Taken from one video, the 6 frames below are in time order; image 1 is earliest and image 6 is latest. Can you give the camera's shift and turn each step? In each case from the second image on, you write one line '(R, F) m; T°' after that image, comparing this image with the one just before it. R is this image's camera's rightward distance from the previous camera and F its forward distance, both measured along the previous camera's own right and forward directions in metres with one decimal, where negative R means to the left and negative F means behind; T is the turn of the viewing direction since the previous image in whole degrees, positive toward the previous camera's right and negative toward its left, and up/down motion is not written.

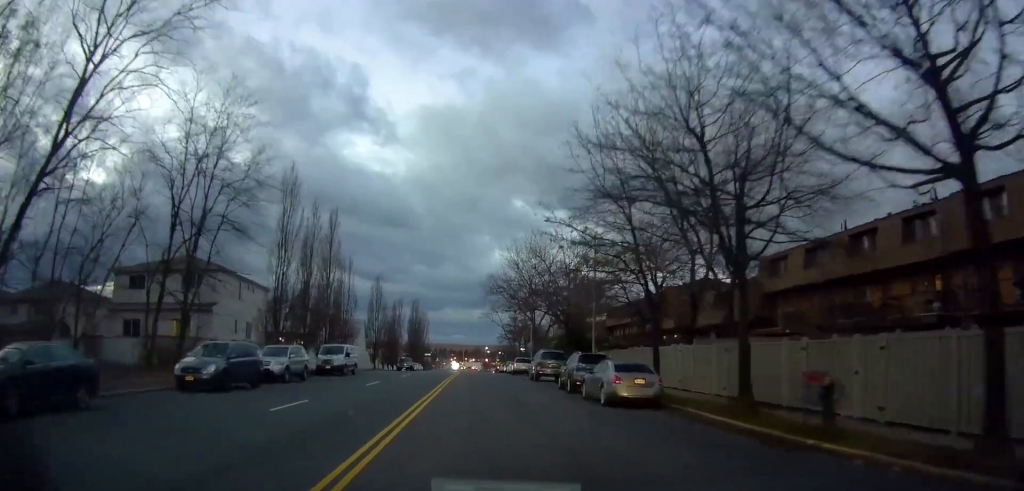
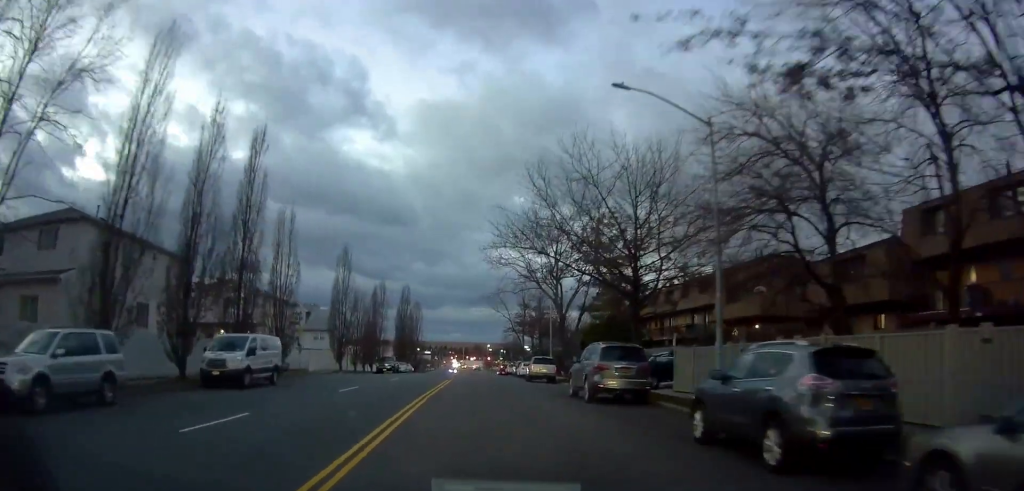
(-0.1, +16.6) m; 0°
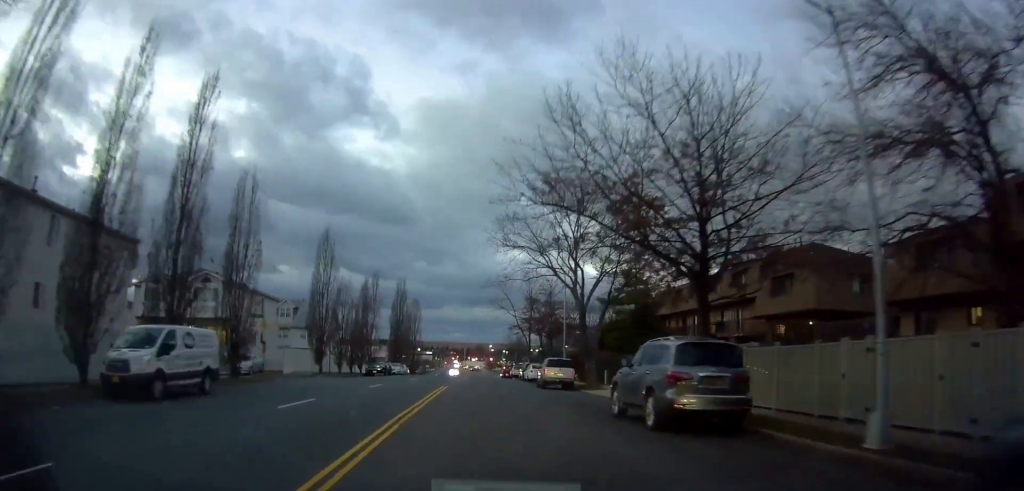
(0.0, +7.0) m; 0°
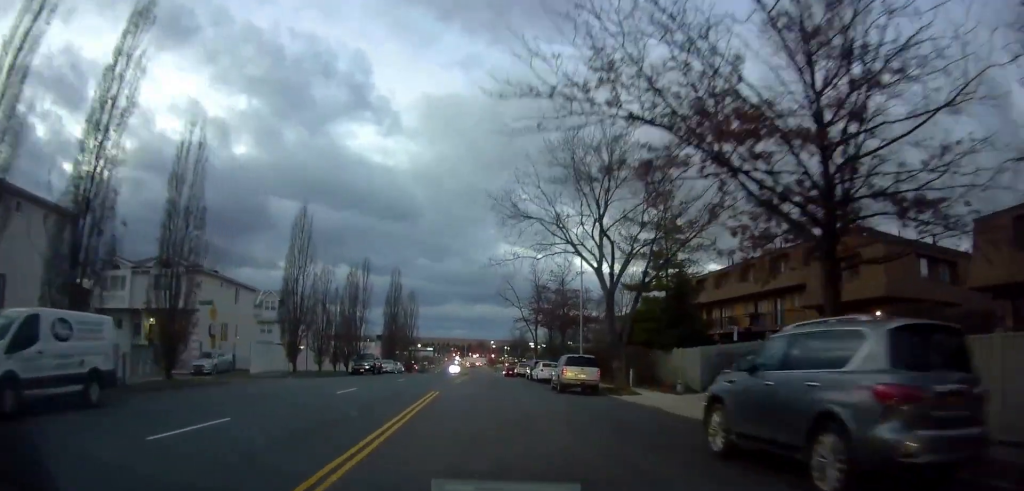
(+0.2, +6.4) m; -1°
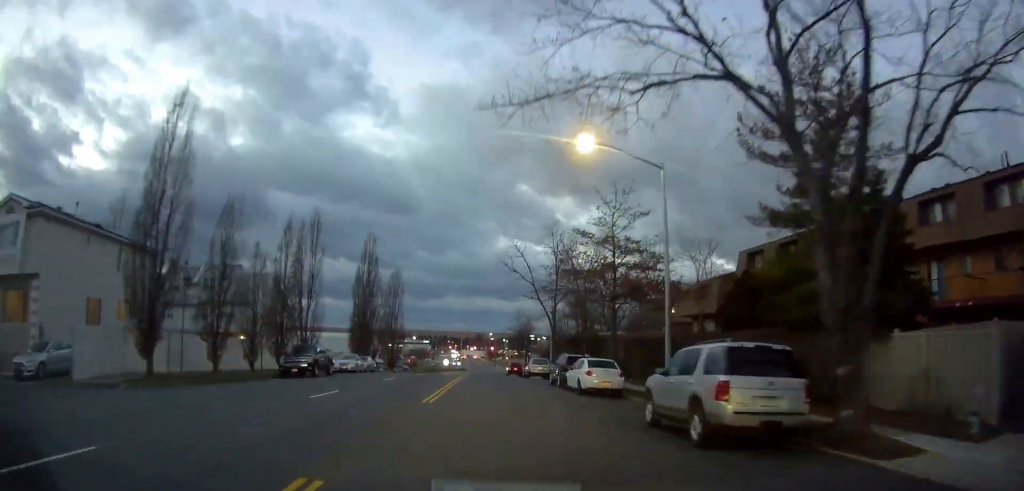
(-0.1, +17.7) m; +2°
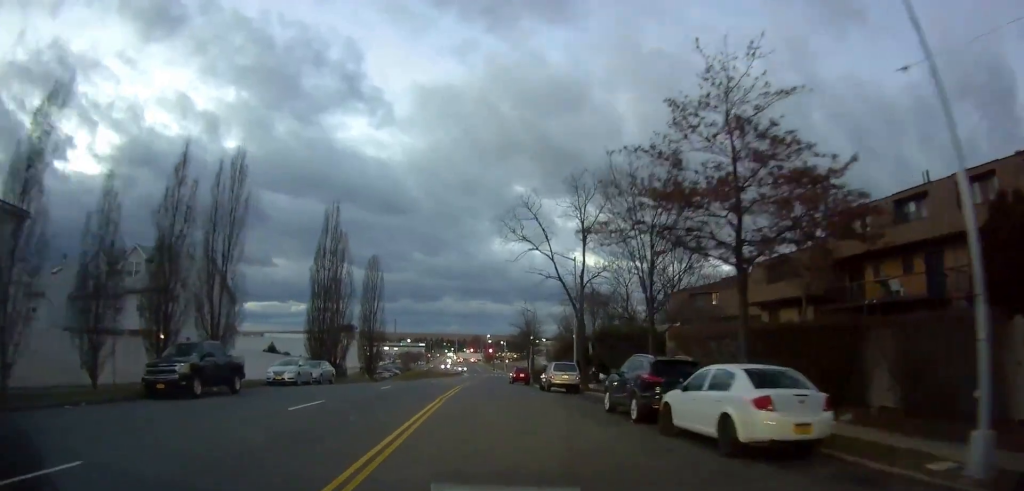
(+0.1, +14.4) m; -2°
